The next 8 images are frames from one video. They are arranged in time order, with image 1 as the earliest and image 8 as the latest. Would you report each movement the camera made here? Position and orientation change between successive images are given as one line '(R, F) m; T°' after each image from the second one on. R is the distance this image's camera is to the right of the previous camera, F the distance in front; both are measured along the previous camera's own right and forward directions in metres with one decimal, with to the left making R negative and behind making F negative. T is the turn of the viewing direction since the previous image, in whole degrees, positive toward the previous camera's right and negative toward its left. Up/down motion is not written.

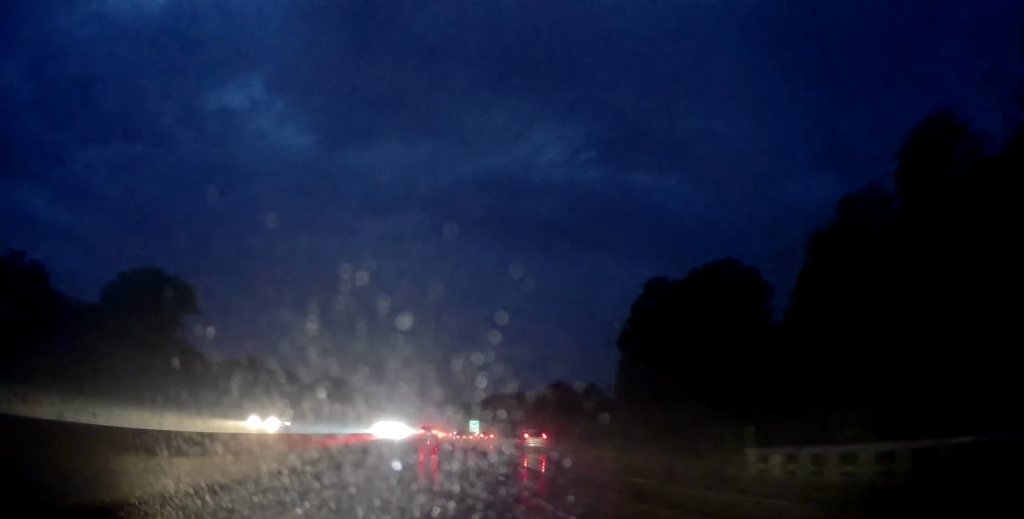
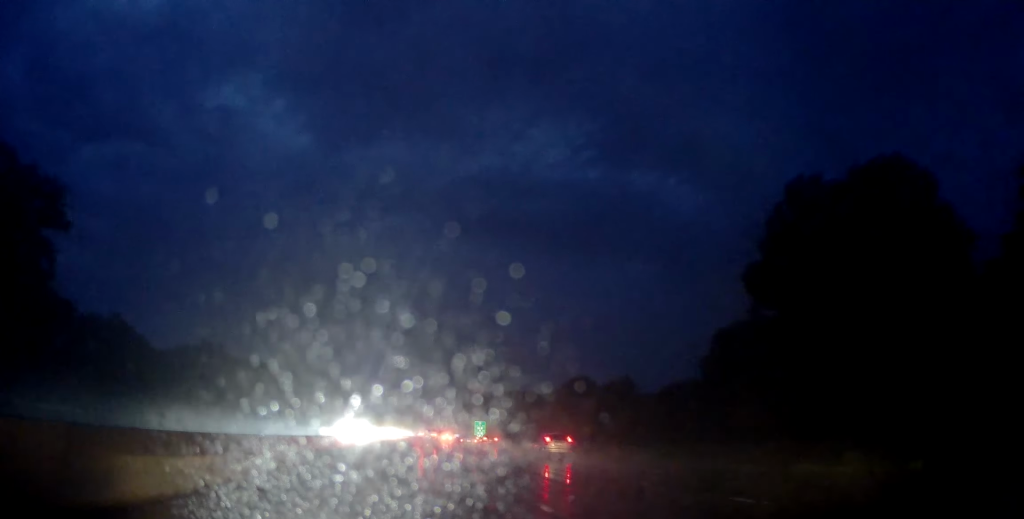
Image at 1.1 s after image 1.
(0.0, +30.8) m; 0°
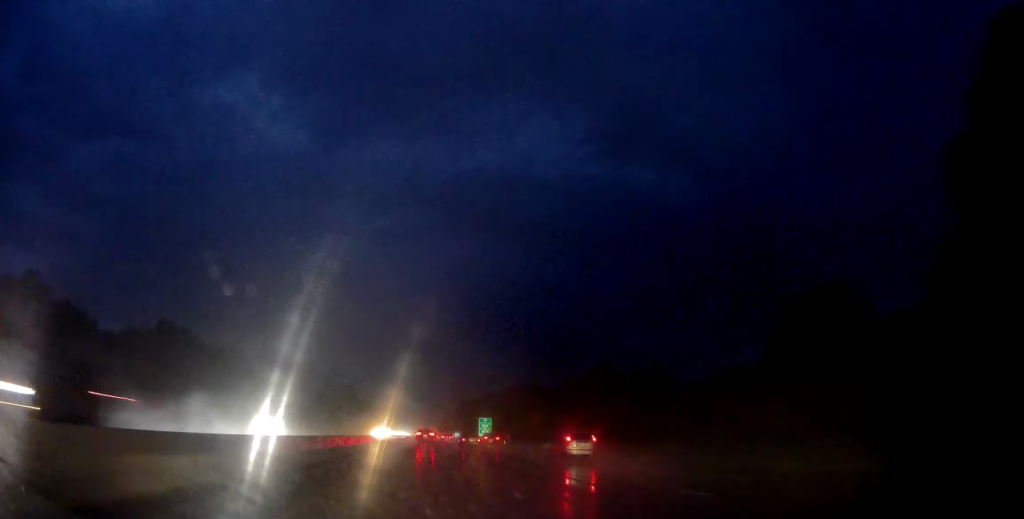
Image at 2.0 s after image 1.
(0.0, +22.5) m; 0°
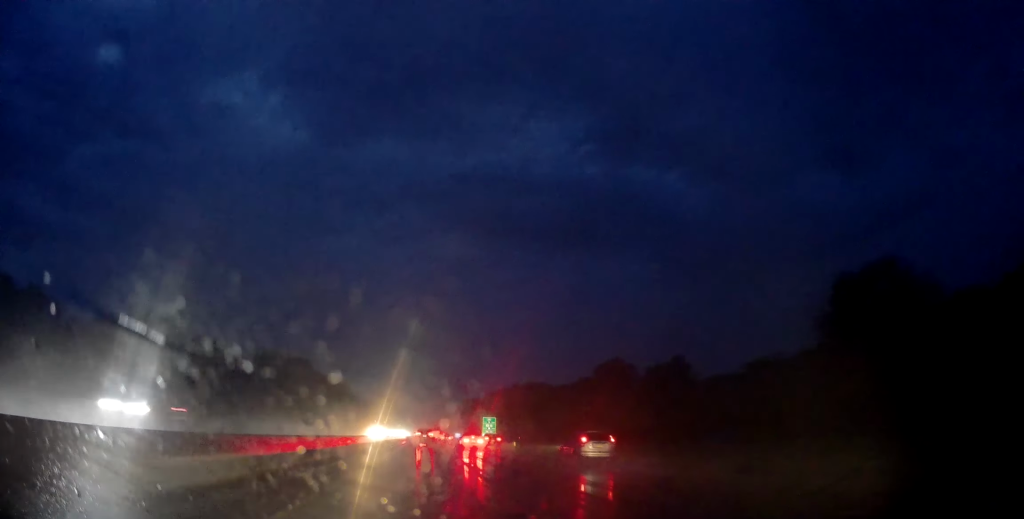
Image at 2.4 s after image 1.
(0.0, +12.6) m; 0°
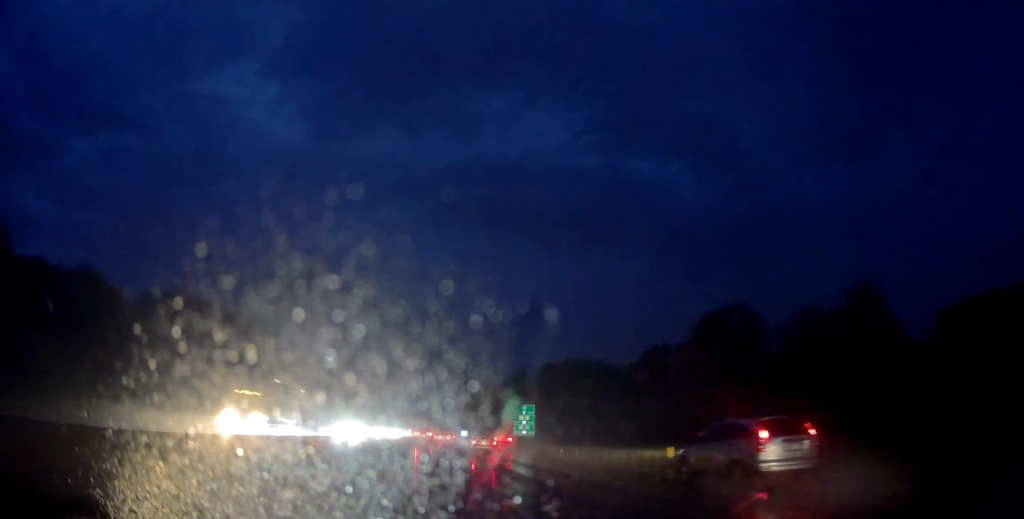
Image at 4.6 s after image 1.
(+0.3, +57.3) m; +1°
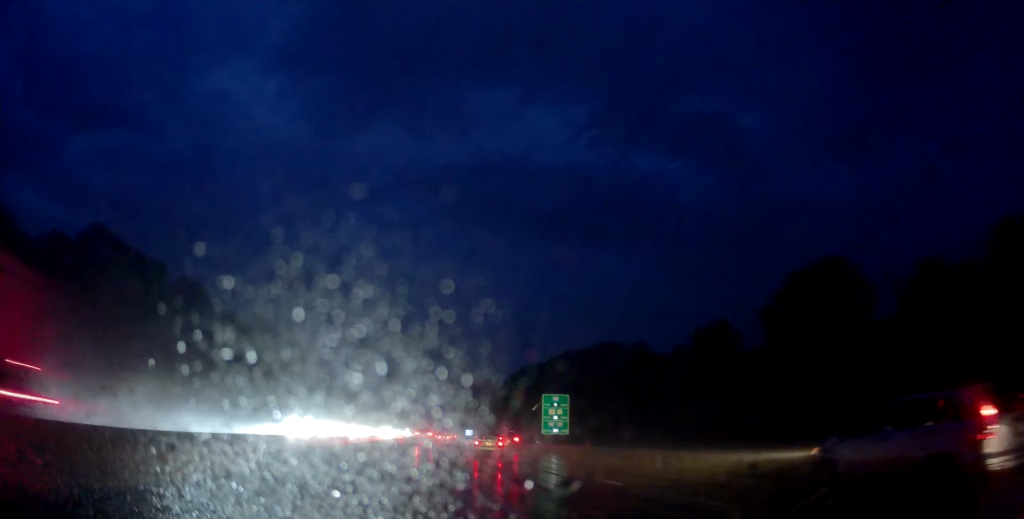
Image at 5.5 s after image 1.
(+0.4, +24.2) m; -1°
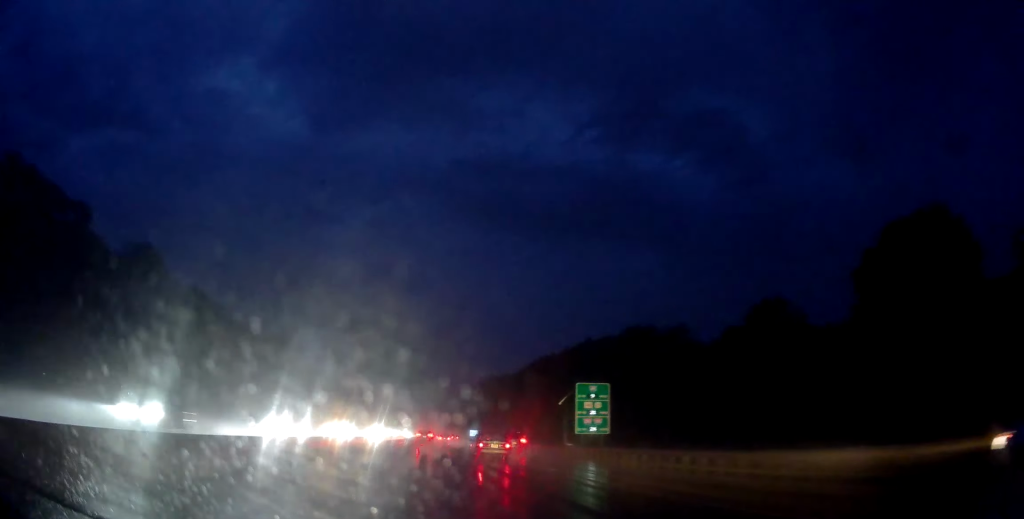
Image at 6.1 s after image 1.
(-0.7, +17.1) m; 0°
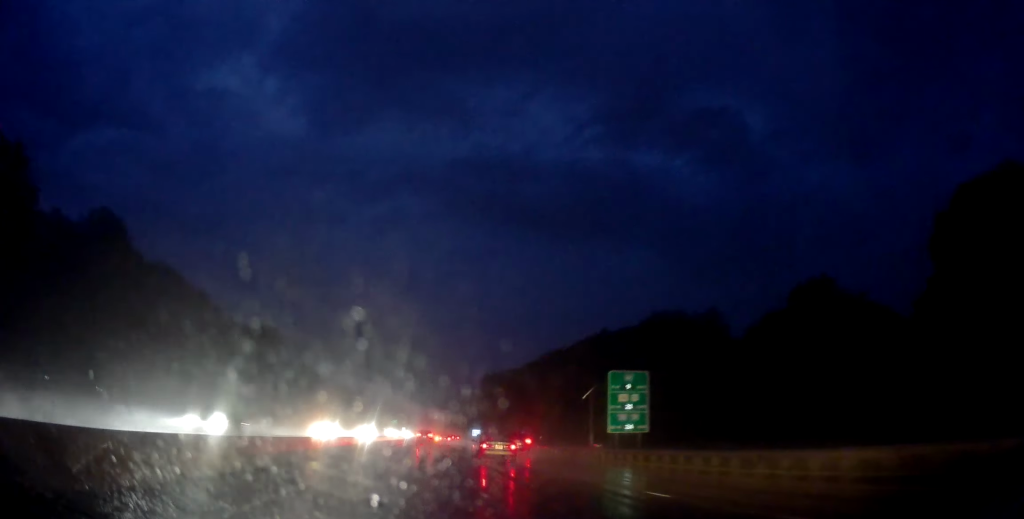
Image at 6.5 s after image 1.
(-0.2, +10.8) m; 0°
